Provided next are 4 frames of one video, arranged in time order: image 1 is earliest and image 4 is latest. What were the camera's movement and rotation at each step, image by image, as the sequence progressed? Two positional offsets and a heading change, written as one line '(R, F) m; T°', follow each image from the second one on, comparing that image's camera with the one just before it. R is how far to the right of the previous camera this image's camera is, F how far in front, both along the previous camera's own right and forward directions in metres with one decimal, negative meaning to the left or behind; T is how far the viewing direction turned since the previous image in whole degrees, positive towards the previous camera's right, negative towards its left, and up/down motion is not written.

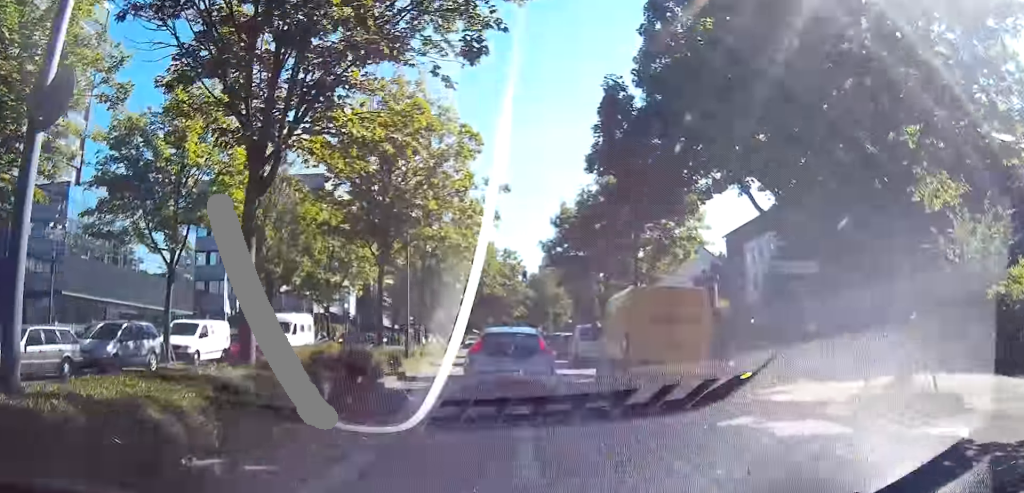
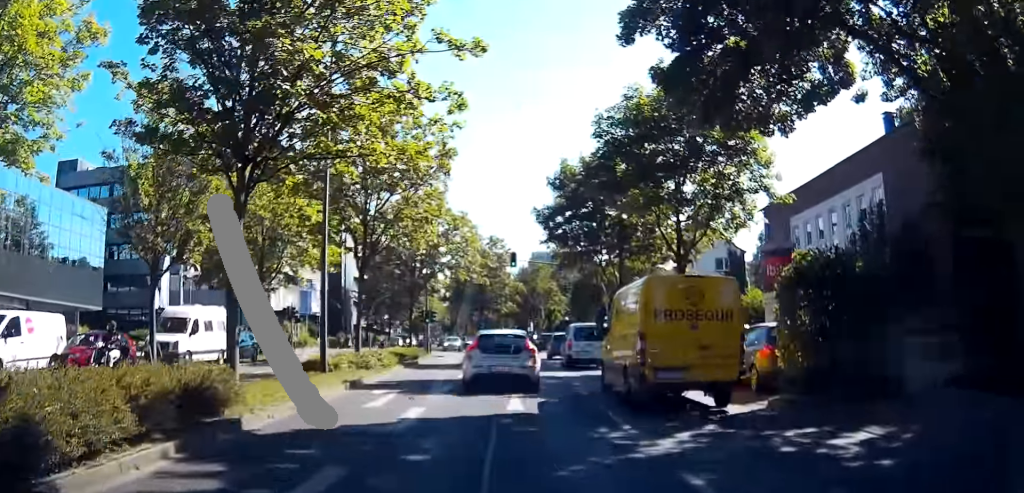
(-0.5, +15.8) m; -3°
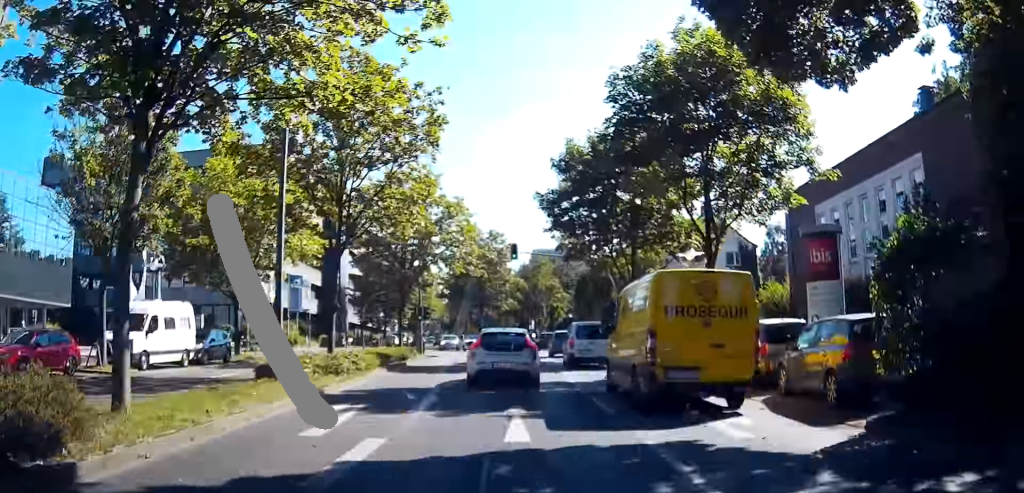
(+0.1, +4.6) m; -1°
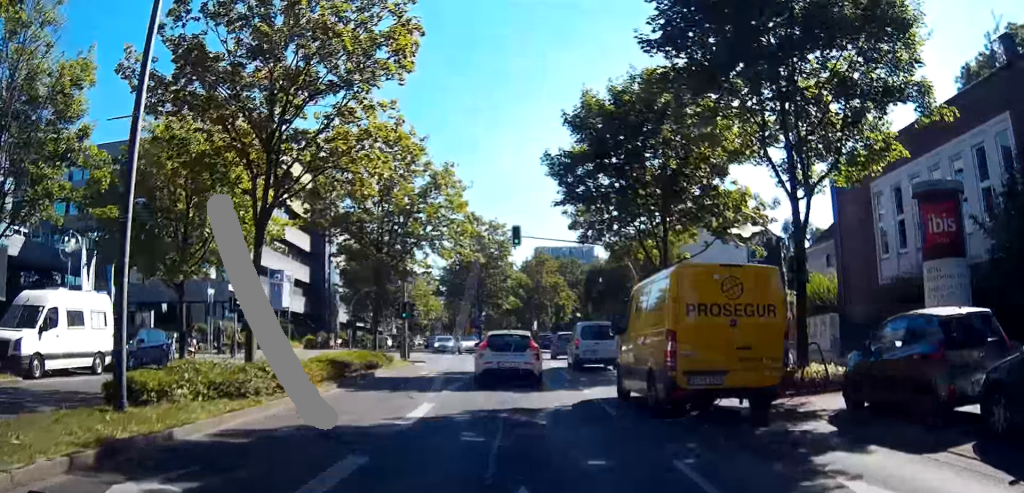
(-0.1, +8.1) m; -2°
